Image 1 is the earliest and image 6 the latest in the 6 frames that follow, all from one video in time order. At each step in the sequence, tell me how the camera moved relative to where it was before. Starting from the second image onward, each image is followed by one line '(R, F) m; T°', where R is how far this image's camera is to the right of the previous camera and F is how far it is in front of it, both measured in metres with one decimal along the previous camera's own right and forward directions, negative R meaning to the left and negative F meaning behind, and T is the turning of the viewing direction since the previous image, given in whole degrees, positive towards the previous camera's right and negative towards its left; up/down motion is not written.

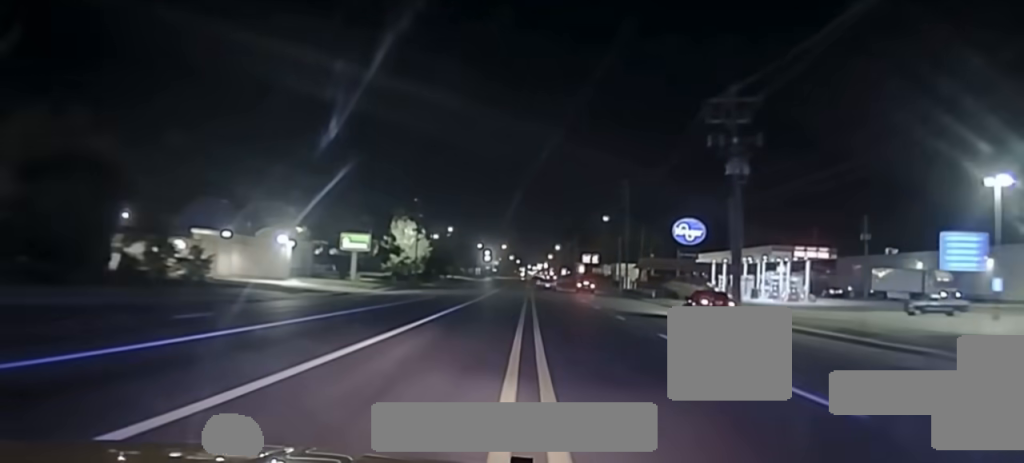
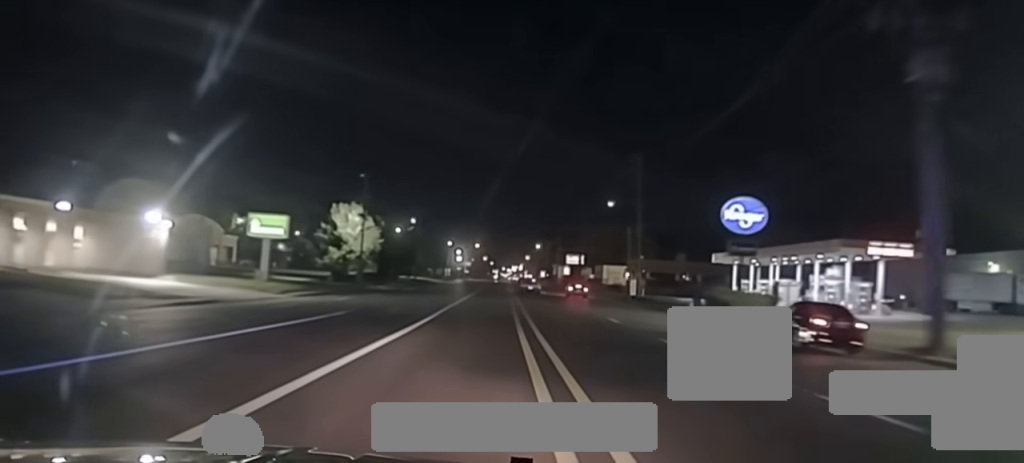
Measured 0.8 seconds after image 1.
(+0.5, +27.2) m; +1°
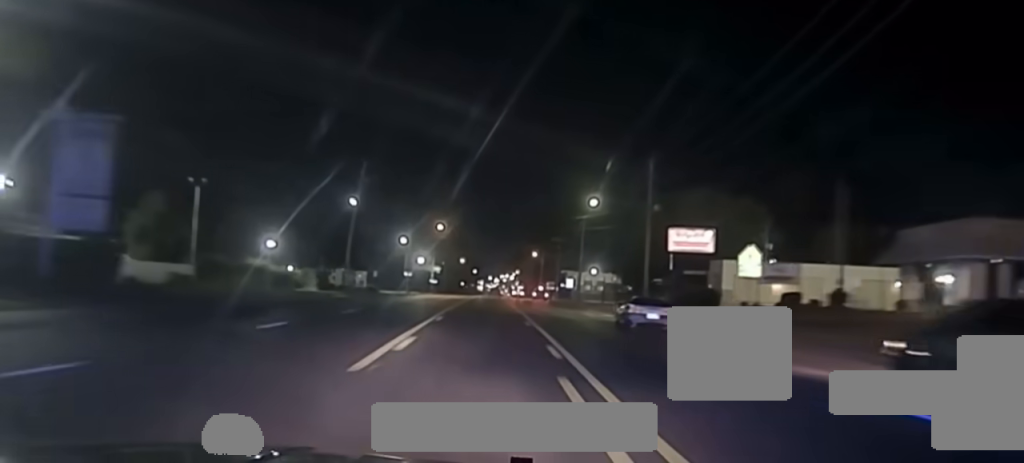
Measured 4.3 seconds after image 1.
(+2.6, +116.5) m; +1°
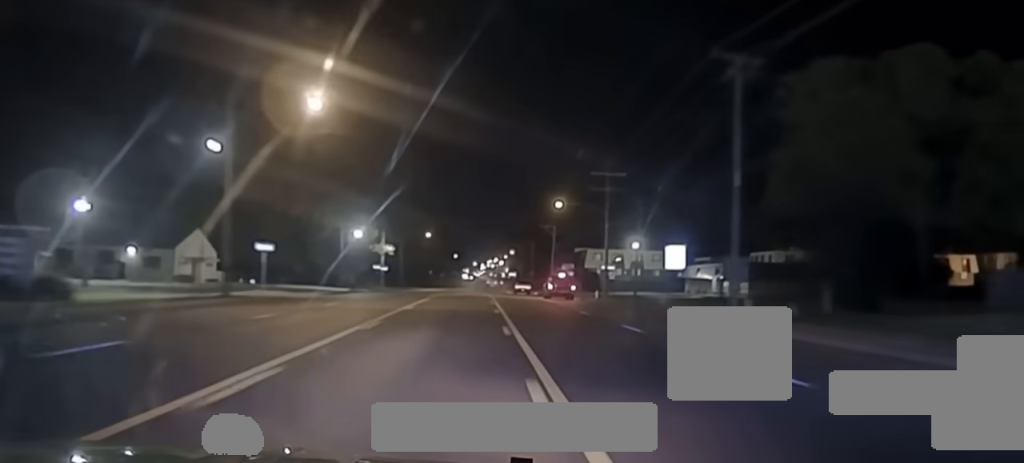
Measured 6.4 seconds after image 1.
(-0.3, +77.4) m; 0°
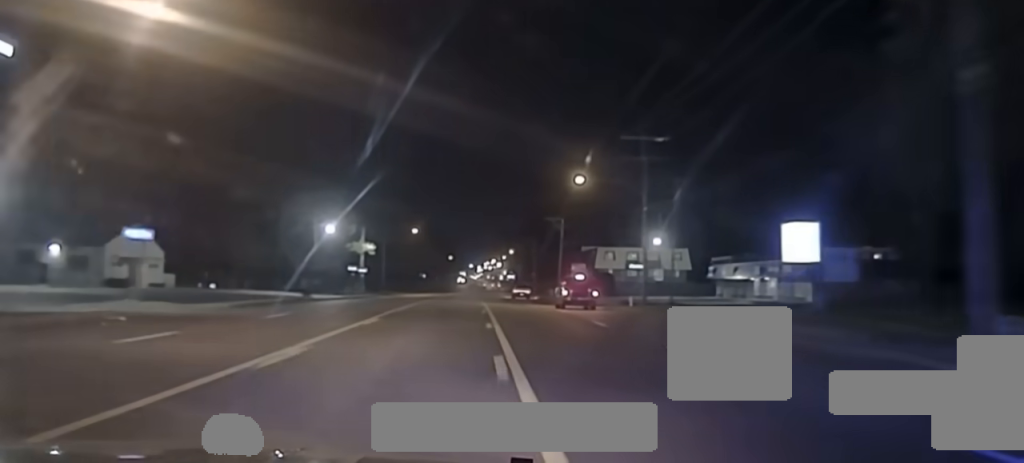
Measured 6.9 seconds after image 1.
(+0.1, +21.6) m; 0°
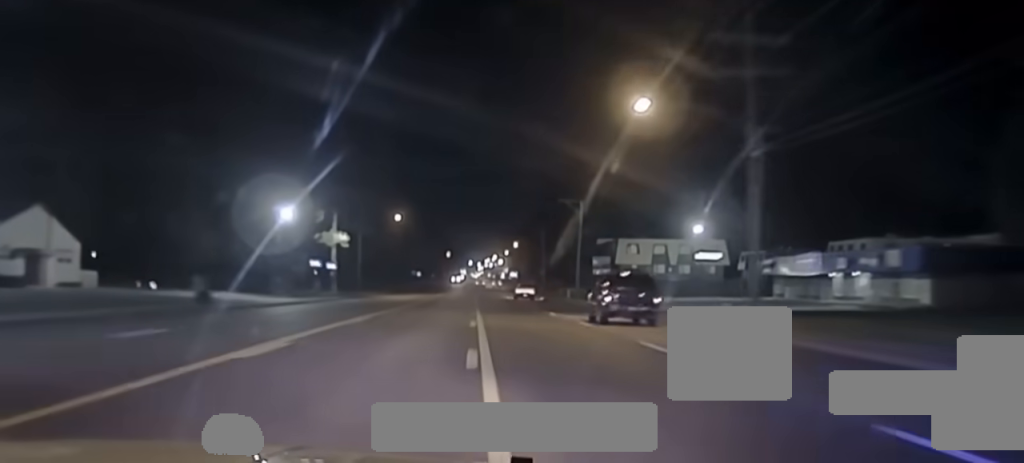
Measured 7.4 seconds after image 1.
(0.0, +26.6) m; 0°
